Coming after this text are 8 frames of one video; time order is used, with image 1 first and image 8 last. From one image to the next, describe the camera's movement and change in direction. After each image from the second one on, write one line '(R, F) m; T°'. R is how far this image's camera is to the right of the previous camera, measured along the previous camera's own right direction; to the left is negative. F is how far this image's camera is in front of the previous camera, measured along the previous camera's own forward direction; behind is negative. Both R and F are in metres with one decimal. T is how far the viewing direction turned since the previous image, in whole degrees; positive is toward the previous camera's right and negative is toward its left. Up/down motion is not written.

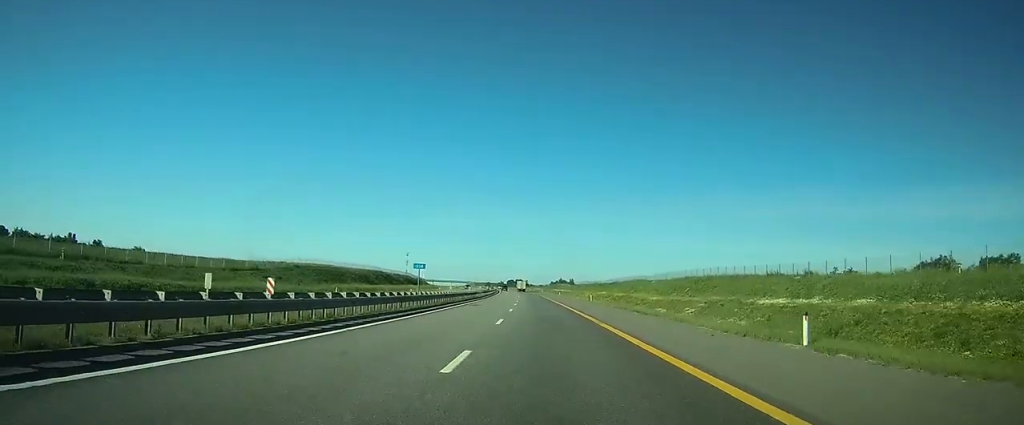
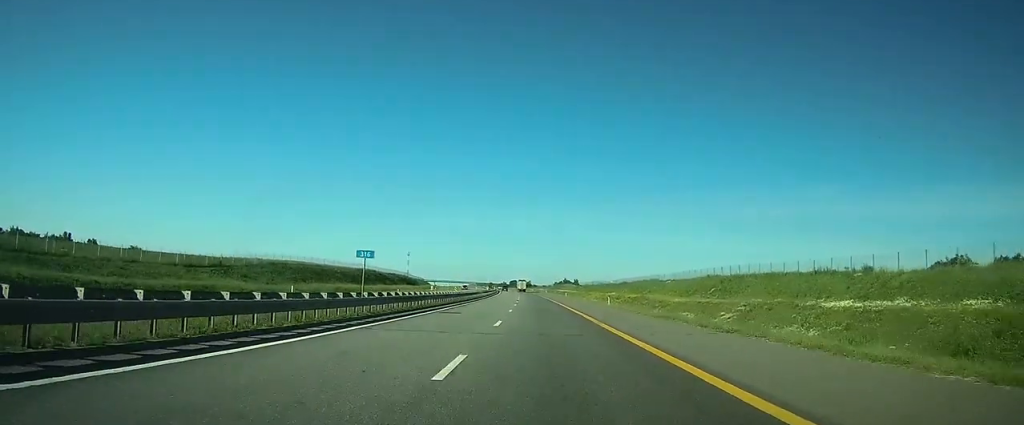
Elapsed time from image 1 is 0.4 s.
(-0.1, +12.7) m; 0°
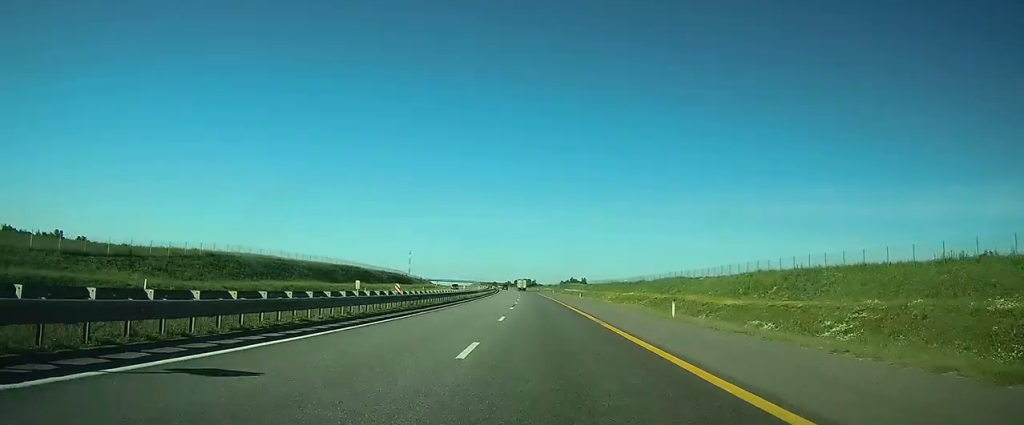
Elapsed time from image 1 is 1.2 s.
(-0.1, +21.6) m; 0°
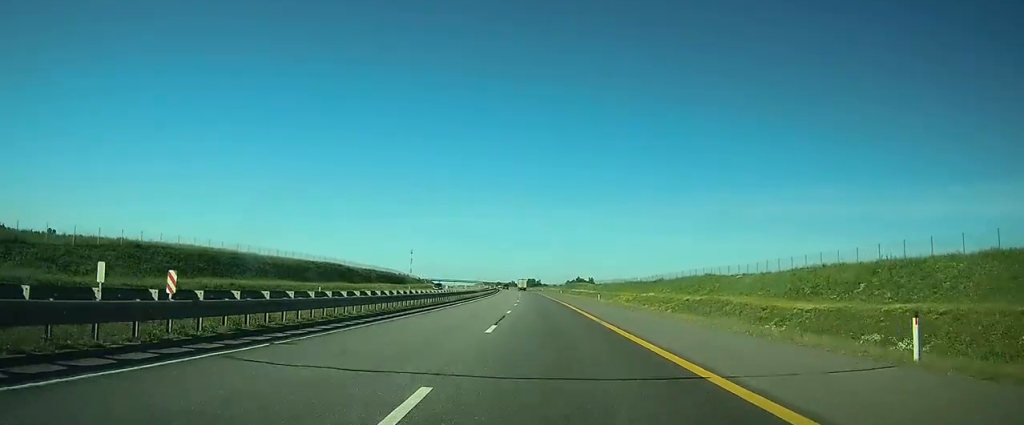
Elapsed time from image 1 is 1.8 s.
(0.0, +17.7) m; 0°
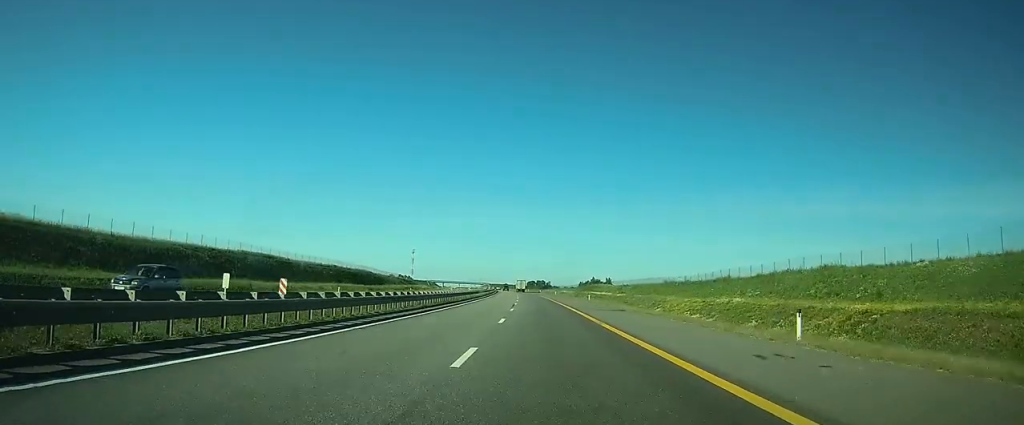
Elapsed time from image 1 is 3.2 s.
(-0.2, +42.4) m; 0°
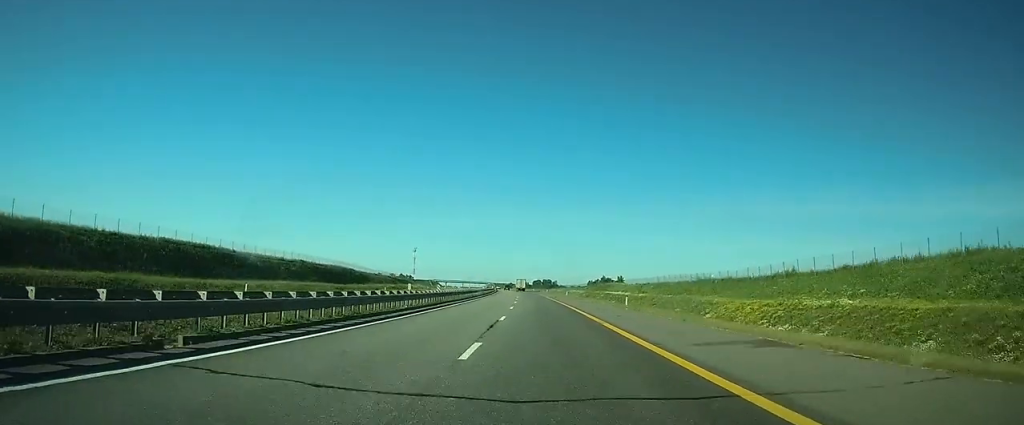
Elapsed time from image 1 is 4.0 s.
(0.0, +22.7) m; 0°
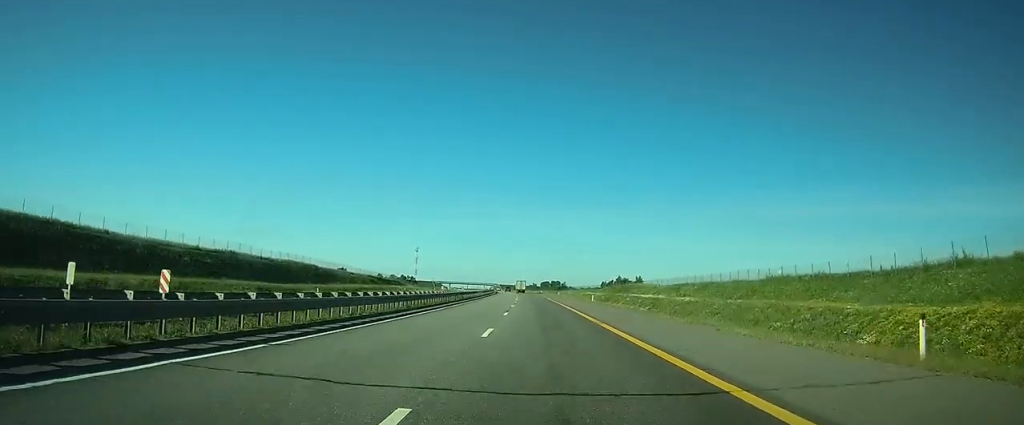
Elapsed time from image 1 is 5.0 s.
(-0.2, +30.7) m; -1°
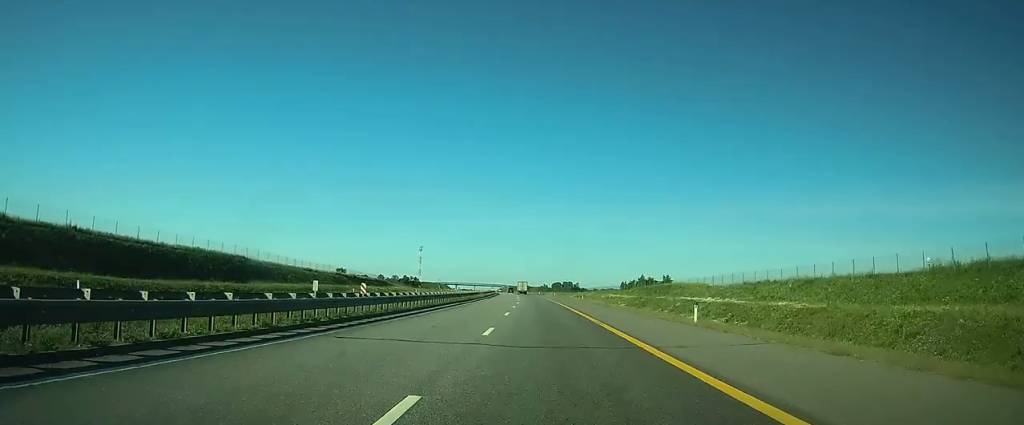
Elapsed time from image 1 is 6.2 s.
(-0.4, +34.8) m; -1°
